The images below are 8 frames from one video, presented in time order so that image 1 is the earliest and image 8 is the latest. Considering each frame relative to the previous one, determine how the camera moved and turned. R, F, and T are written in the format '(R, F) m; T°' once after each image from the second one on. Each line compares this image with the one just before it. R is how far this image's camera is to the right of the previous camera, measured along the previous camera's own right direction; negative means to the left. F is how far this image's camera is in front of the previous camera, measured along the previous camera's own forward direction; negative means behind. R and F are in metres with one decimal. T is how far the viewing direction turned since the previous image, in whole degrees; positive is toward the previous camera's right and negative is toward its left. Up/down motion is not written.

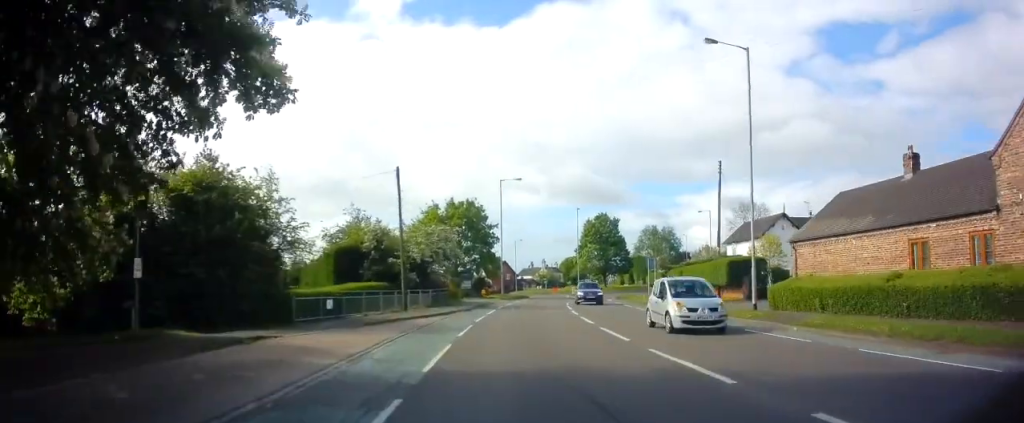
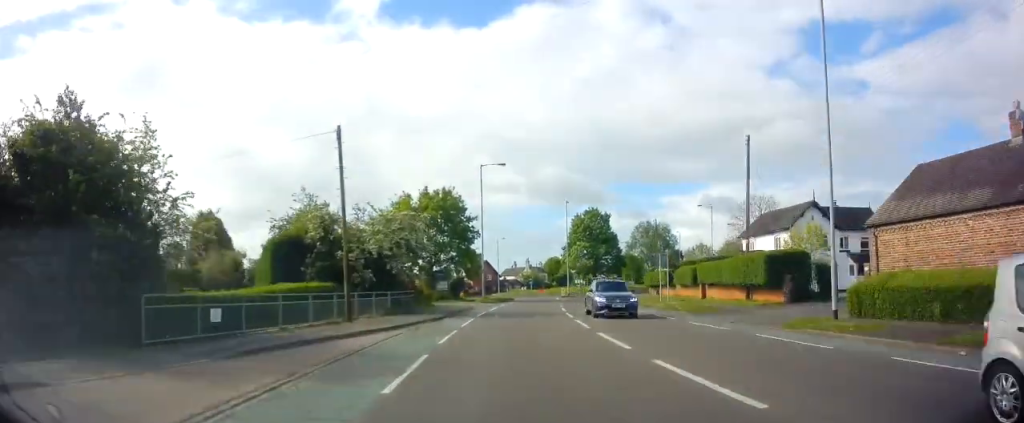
(+0.5, +7.8) m; +2°
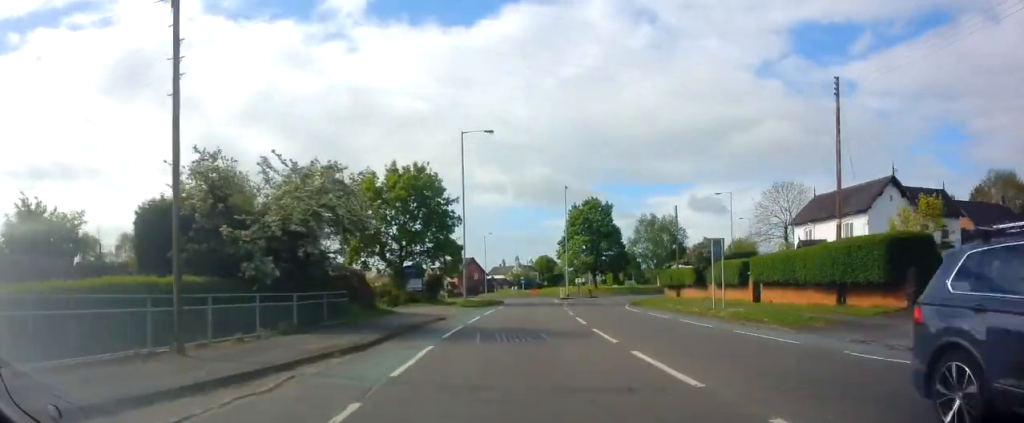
(+0.1, +11.3) m; +2°
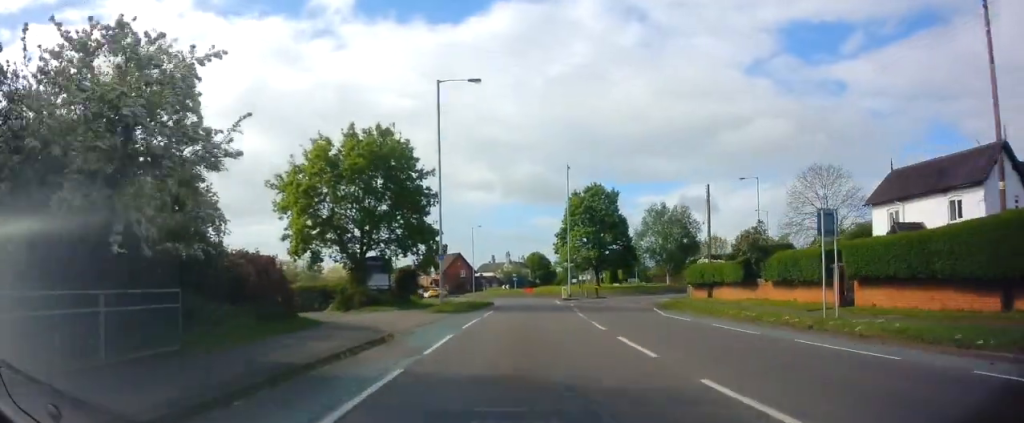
(+0.2, +10.5) m; +2°
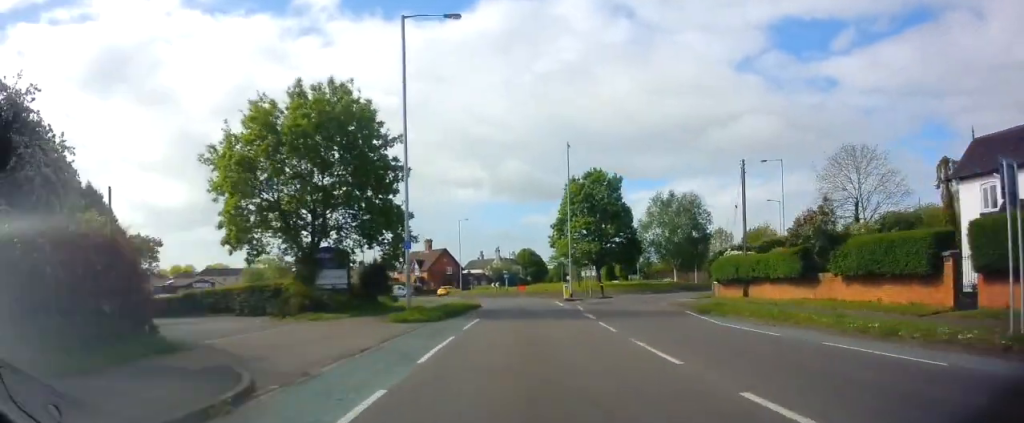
(+0.2, +8.1) m; +1°
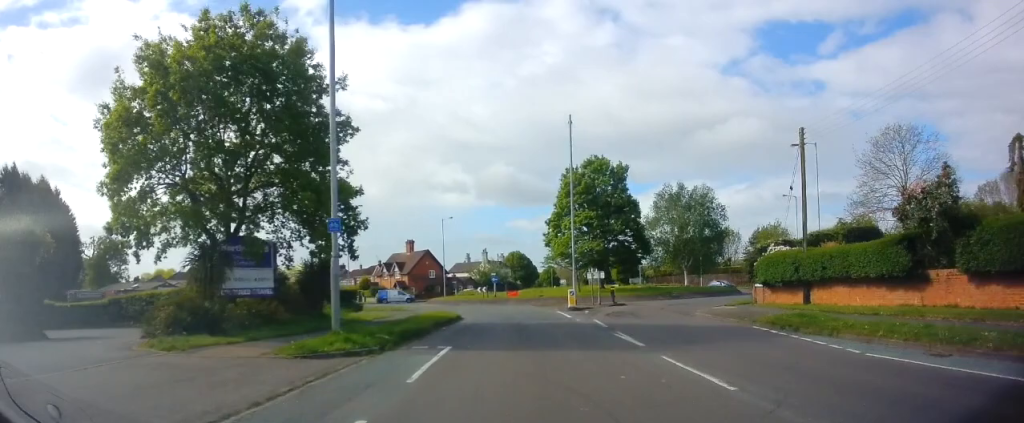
(-0.2, +8.6) m; 0°
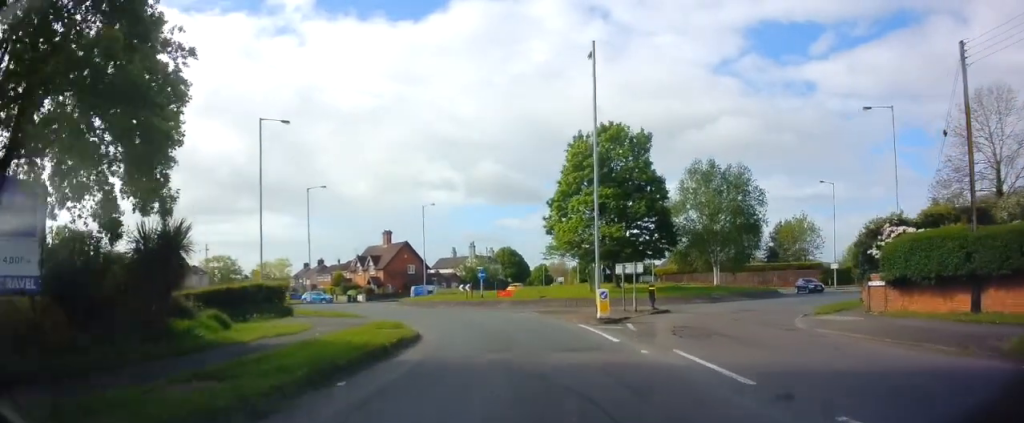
(+0.5, +11.7) m; +3°
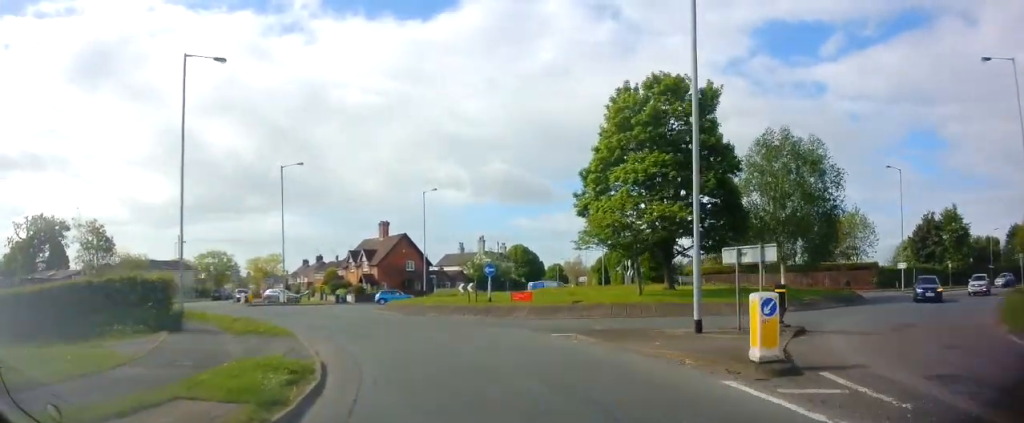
(-0.2, +11.5) m; -3°
